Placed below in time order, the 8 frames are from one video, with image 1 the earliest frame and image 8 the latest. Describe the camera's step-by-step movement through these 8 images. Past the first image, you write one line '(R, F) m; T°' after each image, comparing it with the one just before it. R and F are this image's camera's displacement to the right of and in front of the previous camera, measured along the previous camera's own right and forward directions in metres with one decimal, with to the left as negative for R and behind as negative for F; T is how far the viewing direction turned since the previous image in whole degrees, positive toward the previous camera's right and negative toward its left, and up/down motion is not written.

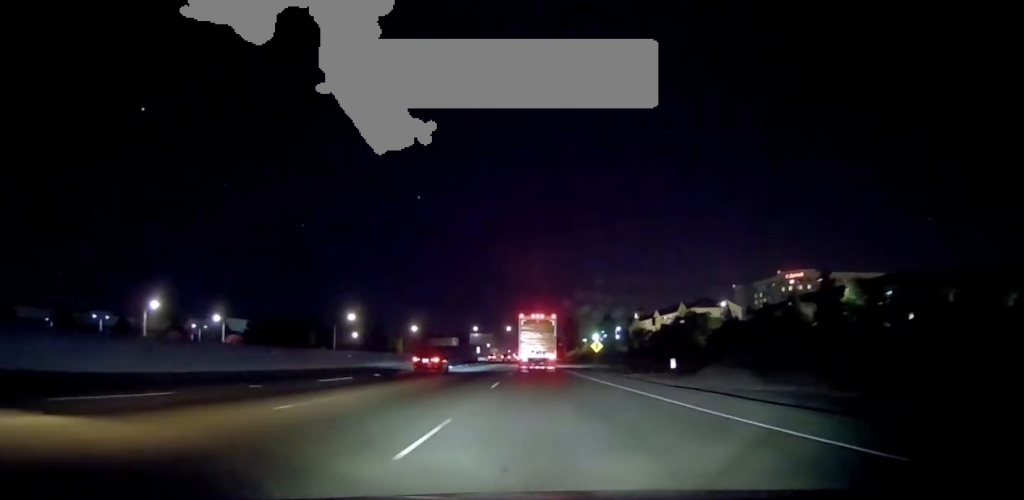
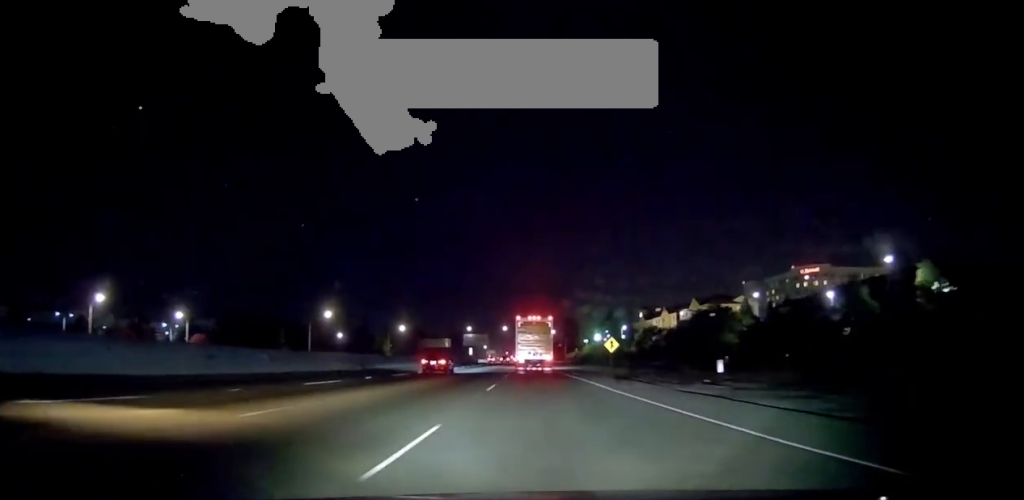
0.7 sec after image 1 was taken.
(-0.2, +15.6) m; 0°
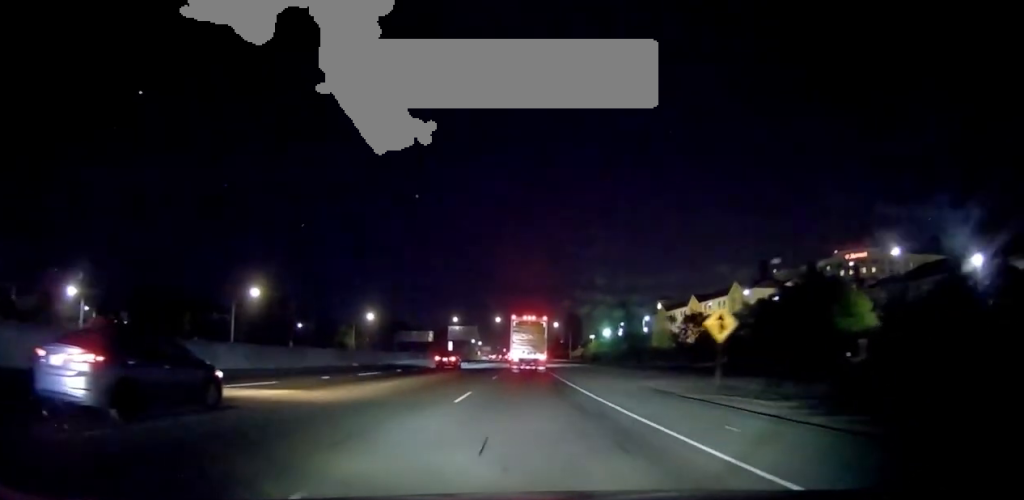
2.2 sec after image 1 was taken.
(0.0, +34.9) m; -1°
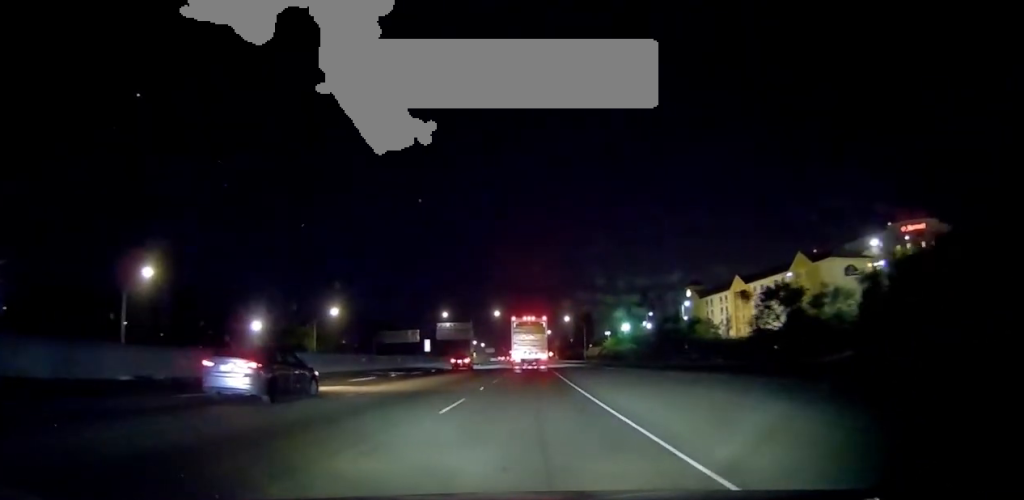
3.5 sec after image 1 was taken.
(-0.1, +31.2) m; +1°
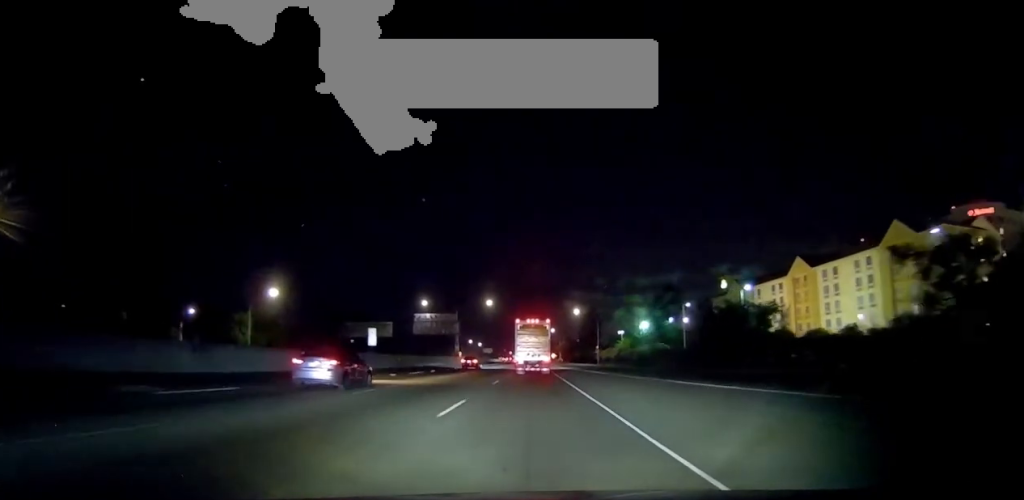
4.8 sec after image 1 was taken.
(+0.4, +30.6) m; 0°
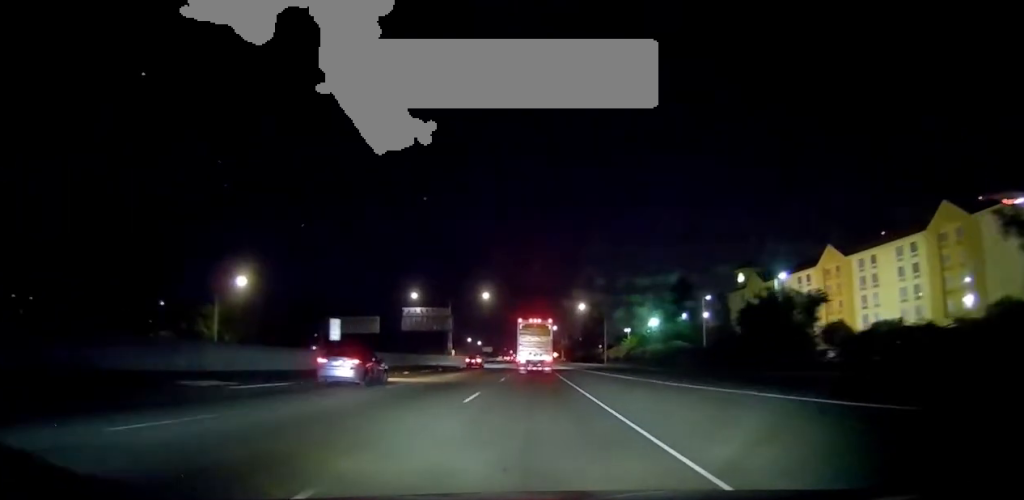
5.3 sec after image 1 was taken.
(-0.2, +11.0) m; 0°
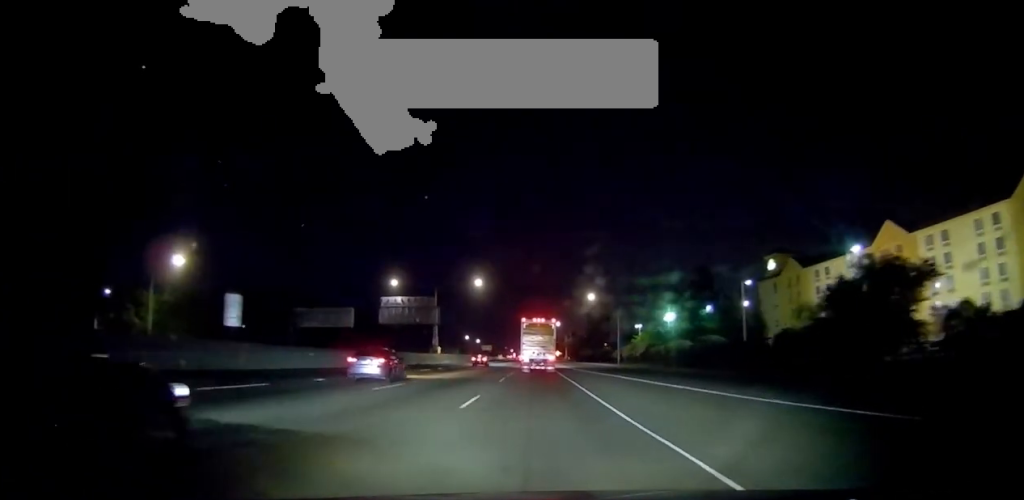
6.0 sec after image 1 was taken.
(+0.1, +16.5) m; 0°
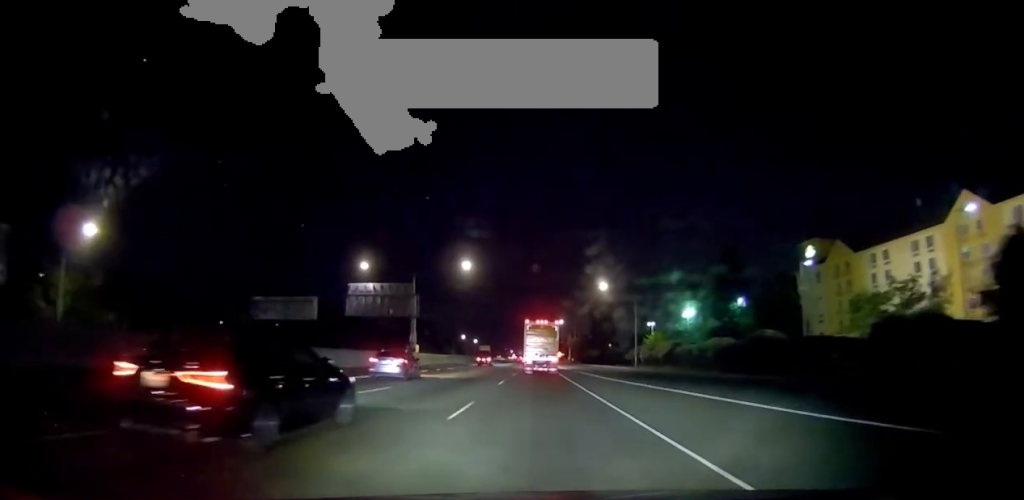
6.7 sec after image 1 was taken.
(+0.2, +16.5) m; 0°
